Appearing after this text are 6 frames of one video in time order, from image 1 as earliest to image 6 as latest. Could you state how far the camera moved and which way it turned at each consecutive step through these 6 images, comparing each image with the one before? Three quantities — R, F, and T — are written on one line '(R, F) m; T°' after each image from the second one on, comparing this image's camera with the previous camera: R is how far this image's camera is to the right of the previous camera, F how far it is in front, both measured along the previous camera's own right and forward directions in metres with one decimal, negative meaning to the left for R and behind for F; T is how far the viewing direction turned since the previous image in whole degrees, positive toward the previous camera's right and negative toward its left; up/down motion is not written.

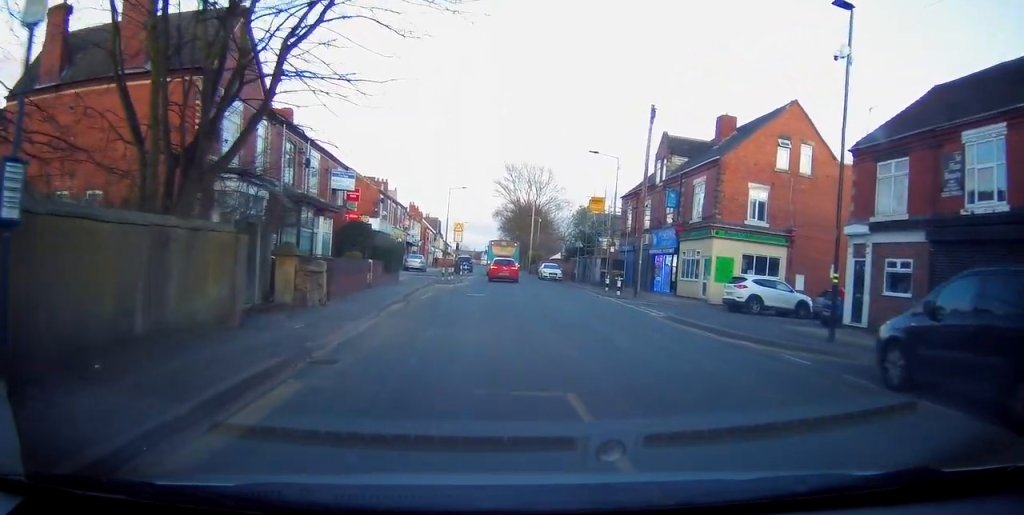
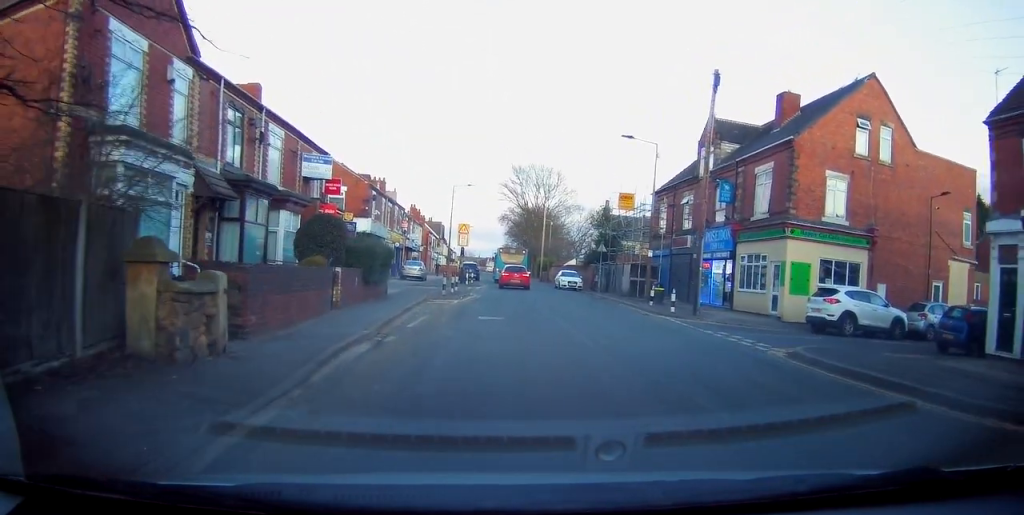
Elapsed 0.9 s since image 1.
(0.0, +7.3) m; 0°
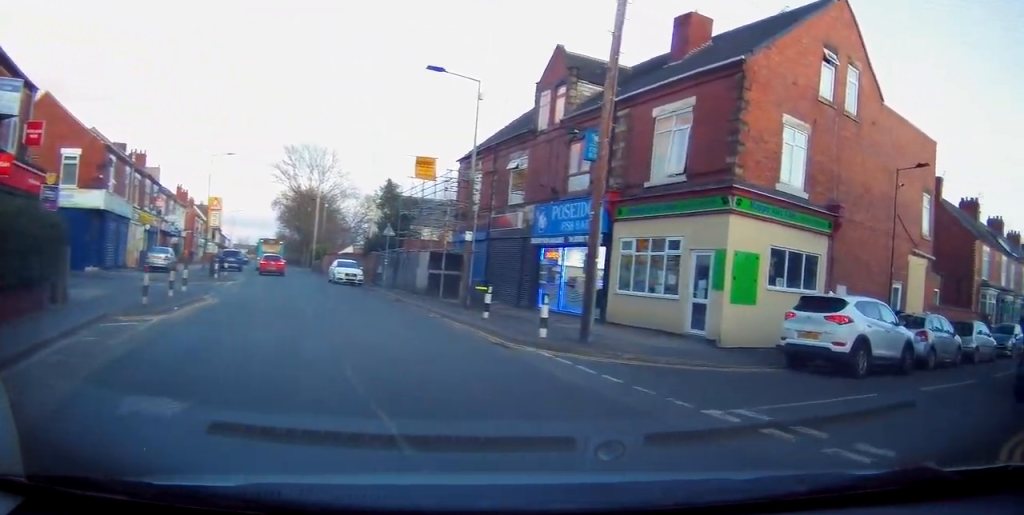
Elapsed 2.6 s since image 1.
(+0.1, +11.8) m; +19°
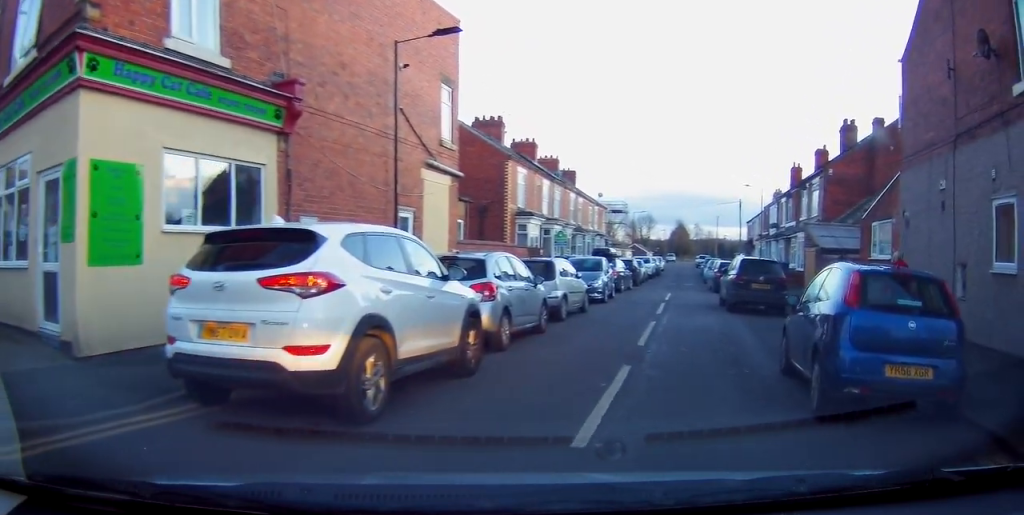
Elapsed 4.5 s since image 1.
(+4.1, +7.3) m; +44°
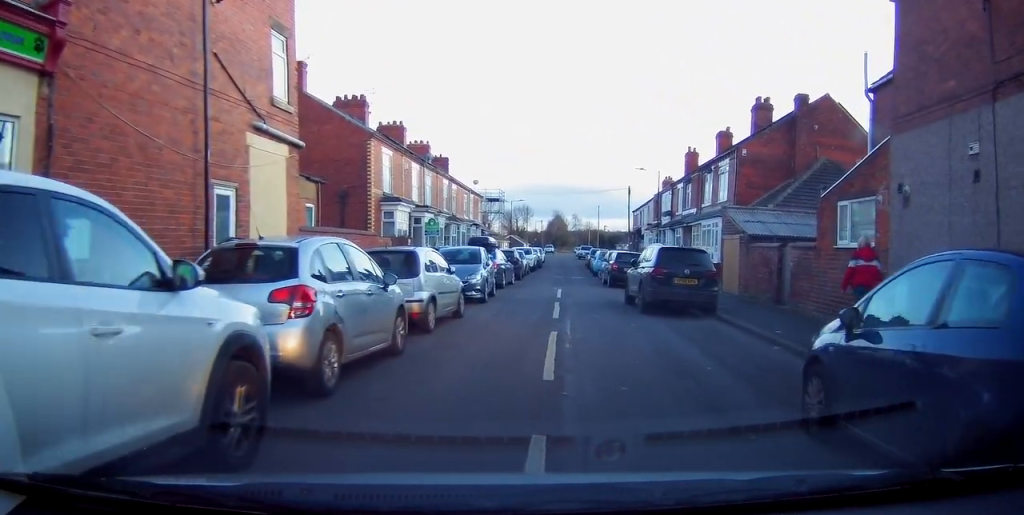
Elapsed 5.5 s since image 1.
(+0.4, +3.8) m; +12°
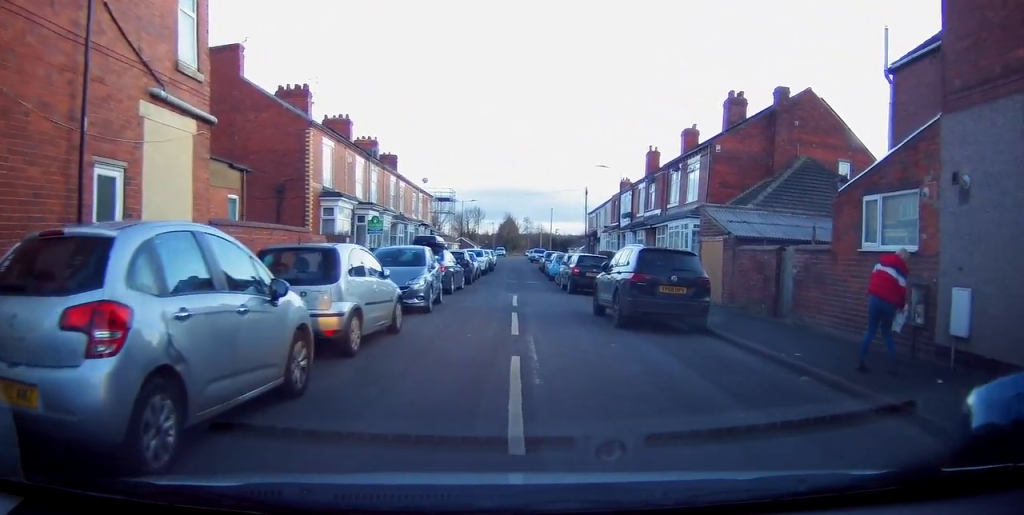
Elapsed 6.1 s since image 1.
(+0.3, +2.7) m; +5°
